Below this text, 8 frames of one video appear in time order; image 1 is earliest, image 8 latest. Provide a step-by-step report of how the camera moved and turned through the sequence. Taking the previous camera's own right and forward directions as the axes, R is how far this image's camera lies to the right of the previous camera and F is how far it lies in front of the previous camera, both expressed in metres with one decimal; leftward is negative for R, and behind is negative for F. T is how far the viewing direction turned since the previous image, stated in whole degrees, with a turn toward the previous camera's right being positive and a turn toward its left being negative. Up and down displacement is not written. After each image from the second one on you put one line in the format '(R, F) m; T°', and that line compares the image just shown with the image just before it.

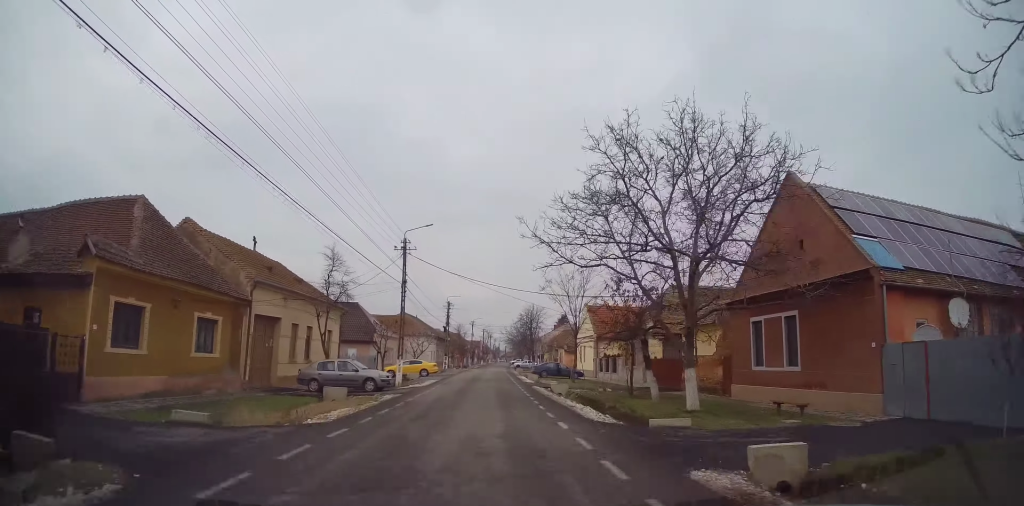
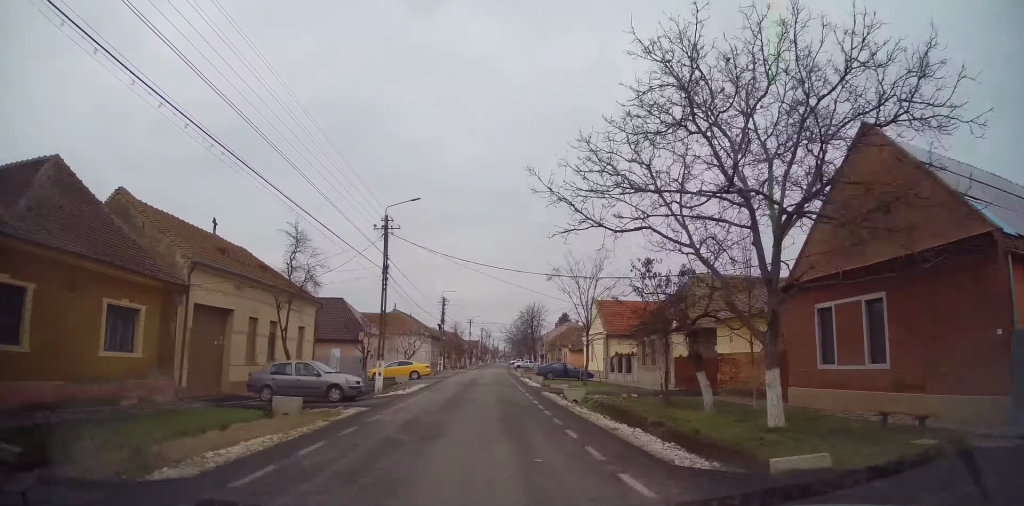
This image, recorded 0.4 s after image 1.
(-0.1, +4.8) m; +1°
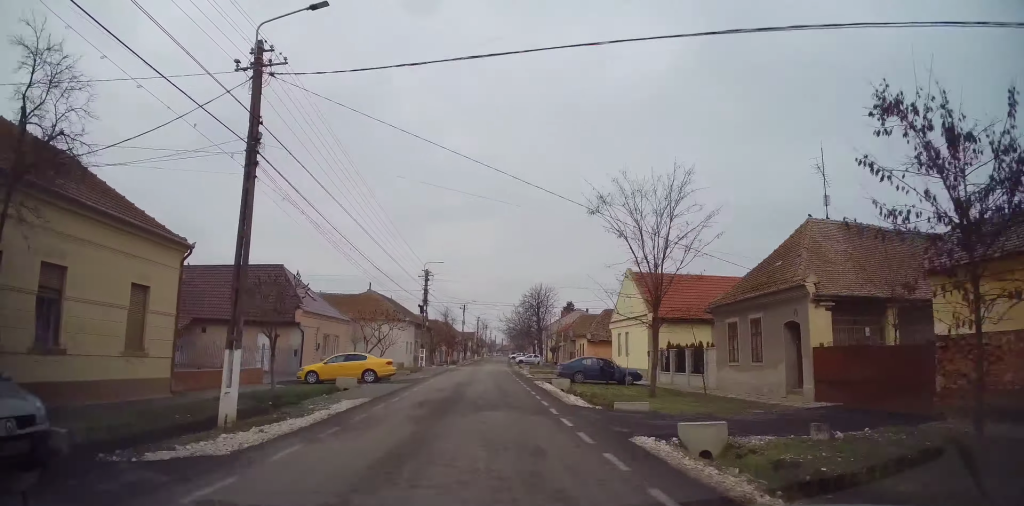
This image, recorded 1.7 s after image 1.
(+0.3, +14.2) m; 0°
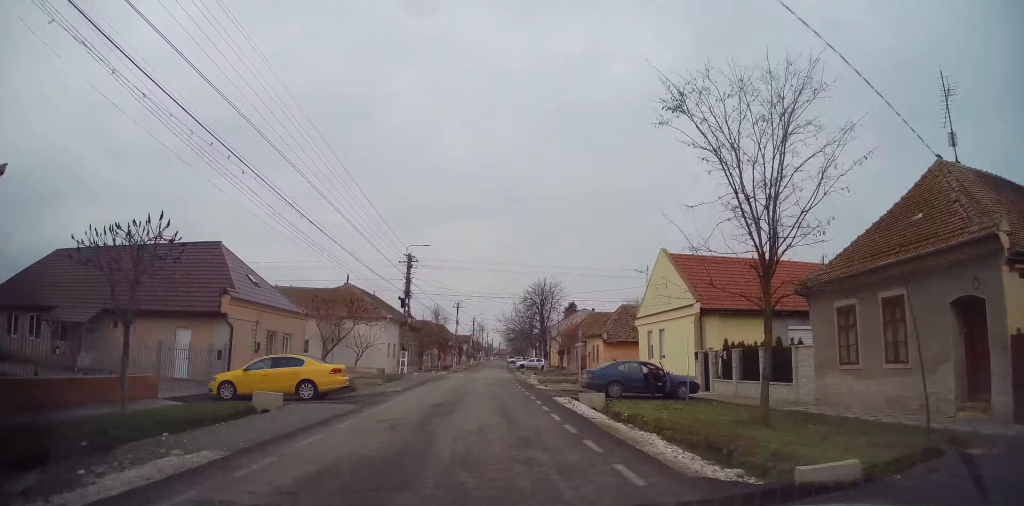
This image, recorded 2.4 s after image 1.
(-0.1, +8.4) m; 0°
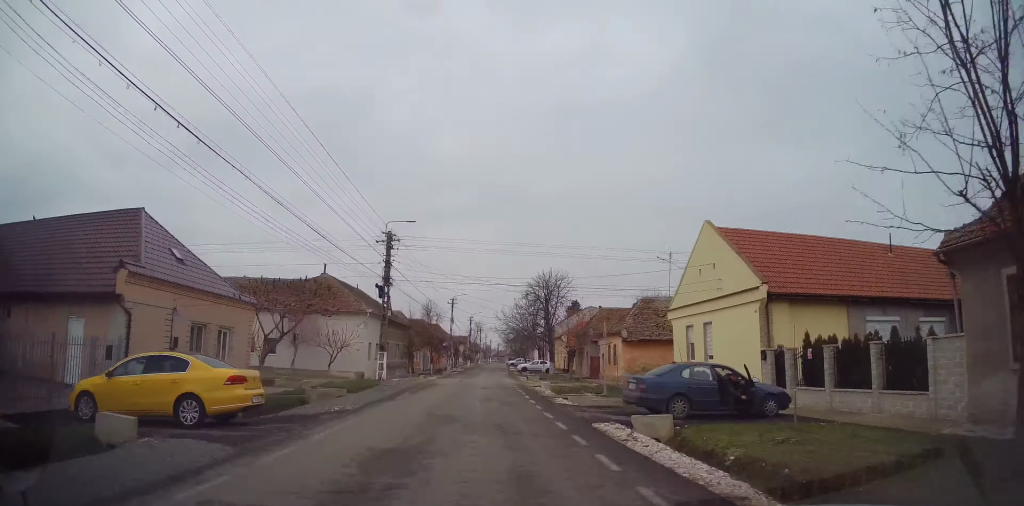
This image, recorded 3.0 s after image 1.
(+0.1, +6.7) m; +1°
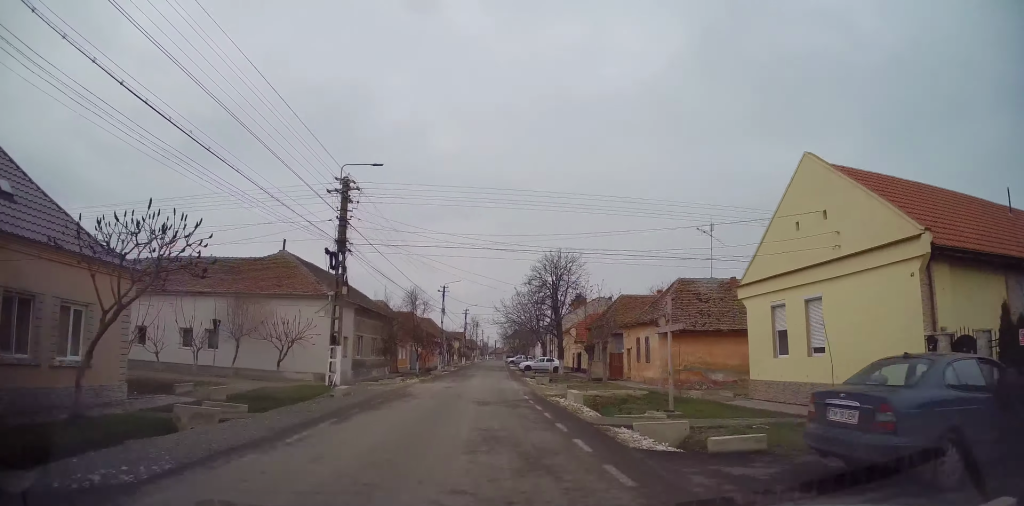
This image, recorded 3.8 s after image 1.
(+0.1, +8.7) m; +1°
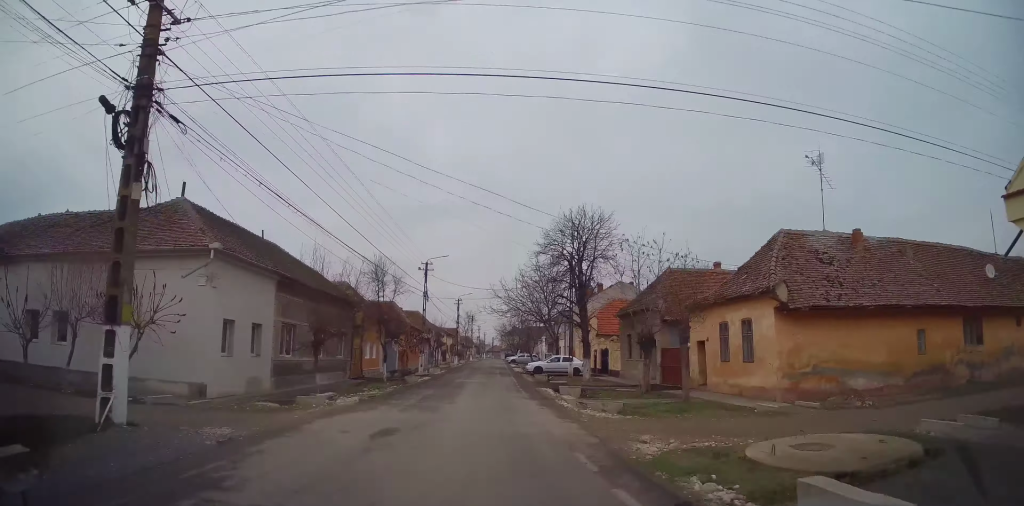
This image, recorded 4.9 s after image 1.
(0.0, +12.5) m; 0°
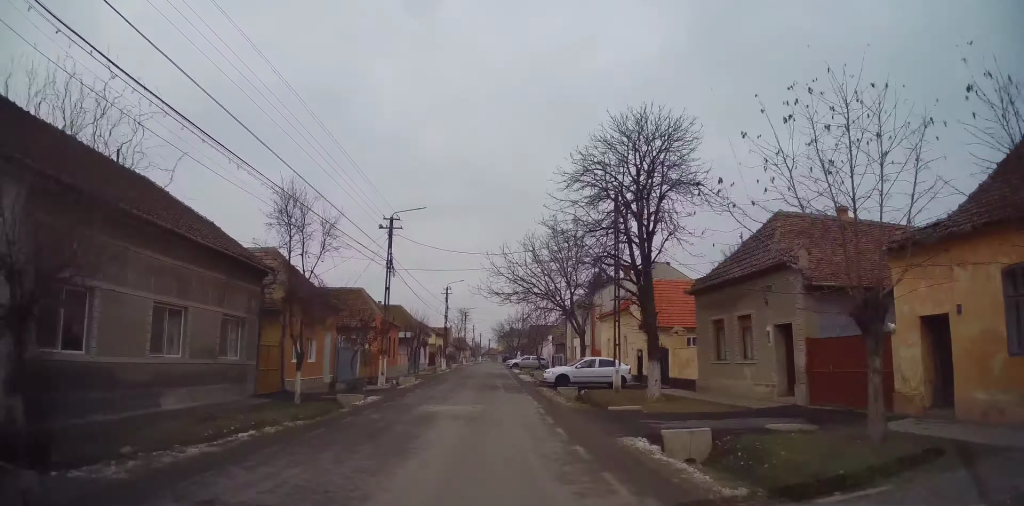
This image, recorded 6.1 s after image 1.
(0.0, +13.4) m; 0°
